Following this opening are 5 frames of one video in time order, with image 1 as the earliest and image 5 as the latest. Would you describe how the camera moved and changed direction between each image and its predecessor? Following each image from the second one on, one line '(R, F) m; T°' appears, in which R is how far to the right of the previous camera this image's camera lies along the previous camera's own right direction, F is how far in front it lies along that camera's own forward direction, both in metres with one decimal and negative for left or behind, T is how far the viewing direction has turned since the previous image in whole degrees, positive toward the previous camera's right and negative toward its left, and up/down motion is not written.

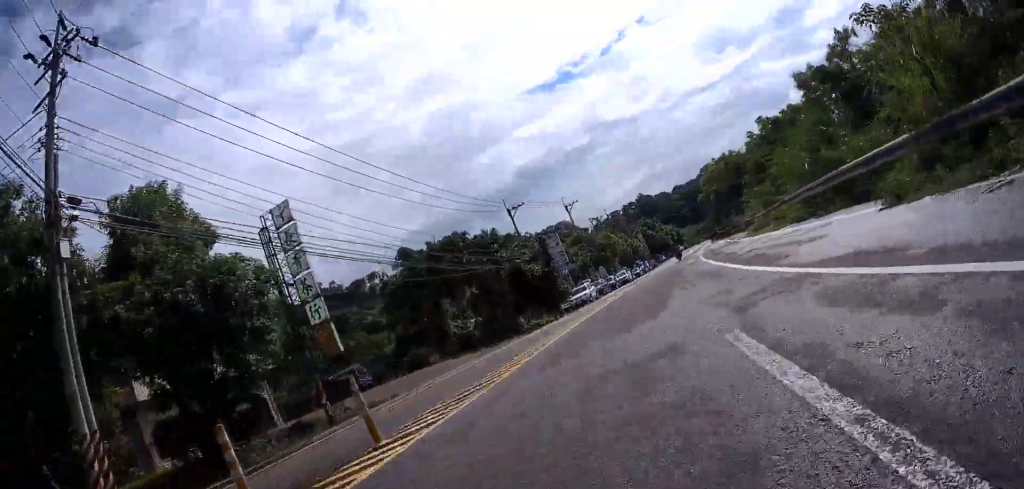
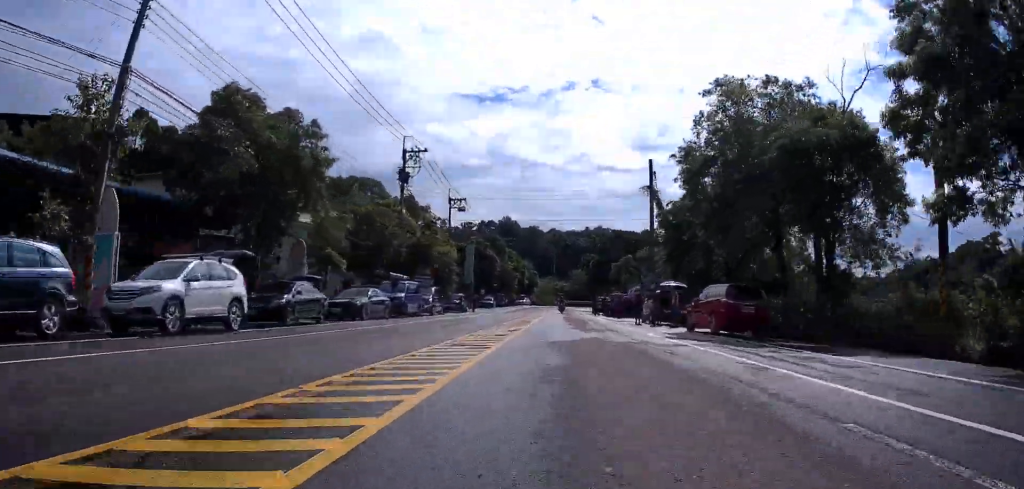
(+12.2, +61.1) m; +14°
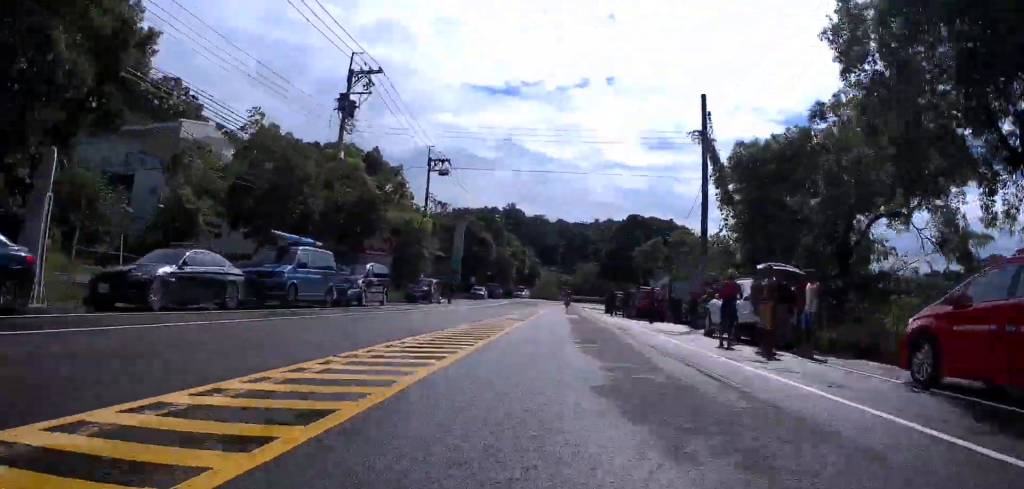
(-0.8, +13.3) m; -2°
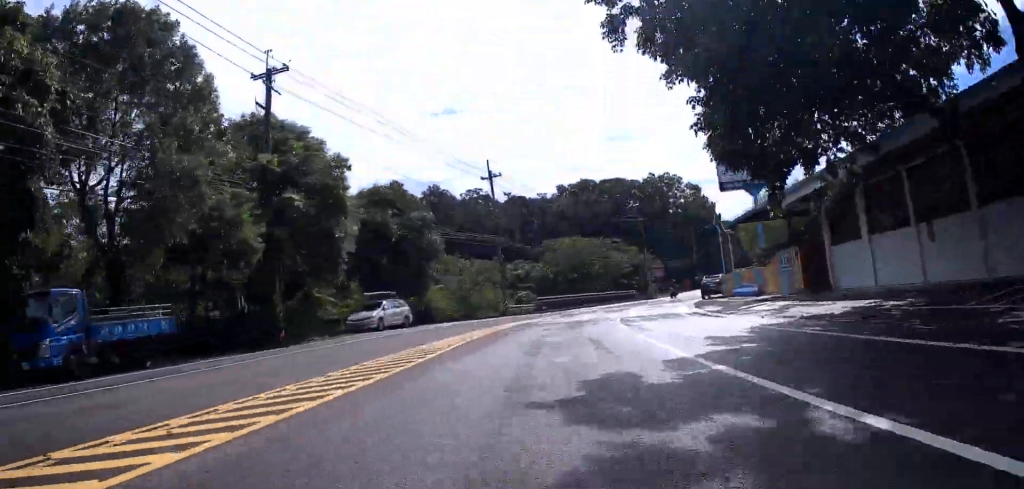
(+2.2, +65.7) m; +6°
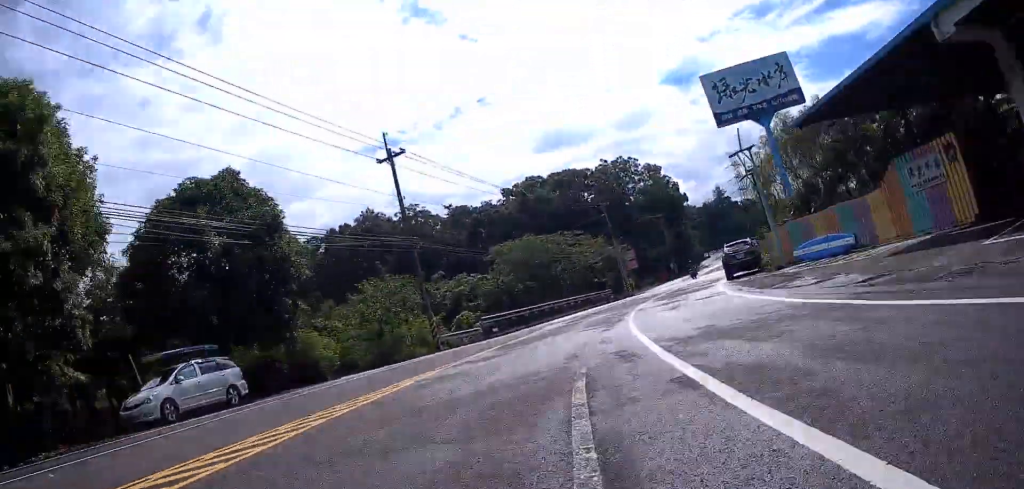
(+0.8, +14.7) m; +5°
